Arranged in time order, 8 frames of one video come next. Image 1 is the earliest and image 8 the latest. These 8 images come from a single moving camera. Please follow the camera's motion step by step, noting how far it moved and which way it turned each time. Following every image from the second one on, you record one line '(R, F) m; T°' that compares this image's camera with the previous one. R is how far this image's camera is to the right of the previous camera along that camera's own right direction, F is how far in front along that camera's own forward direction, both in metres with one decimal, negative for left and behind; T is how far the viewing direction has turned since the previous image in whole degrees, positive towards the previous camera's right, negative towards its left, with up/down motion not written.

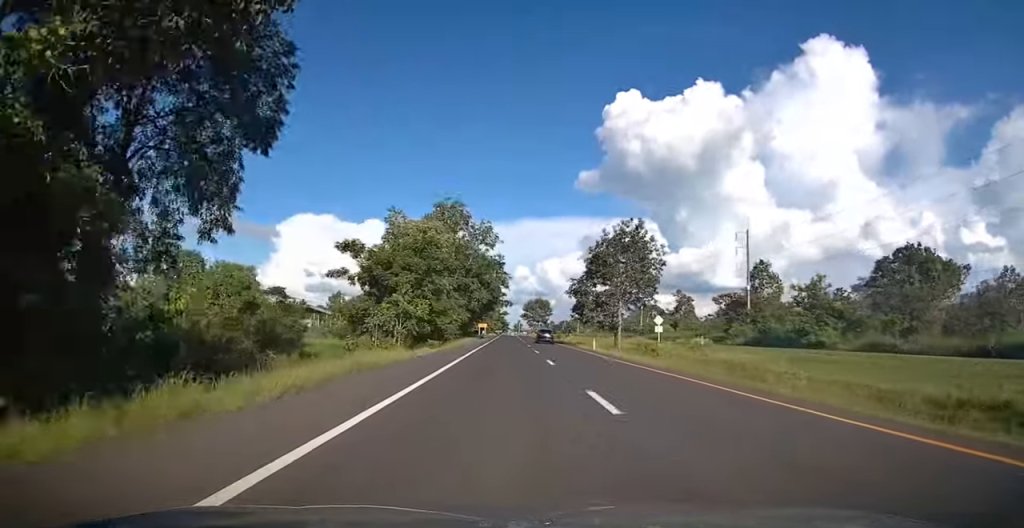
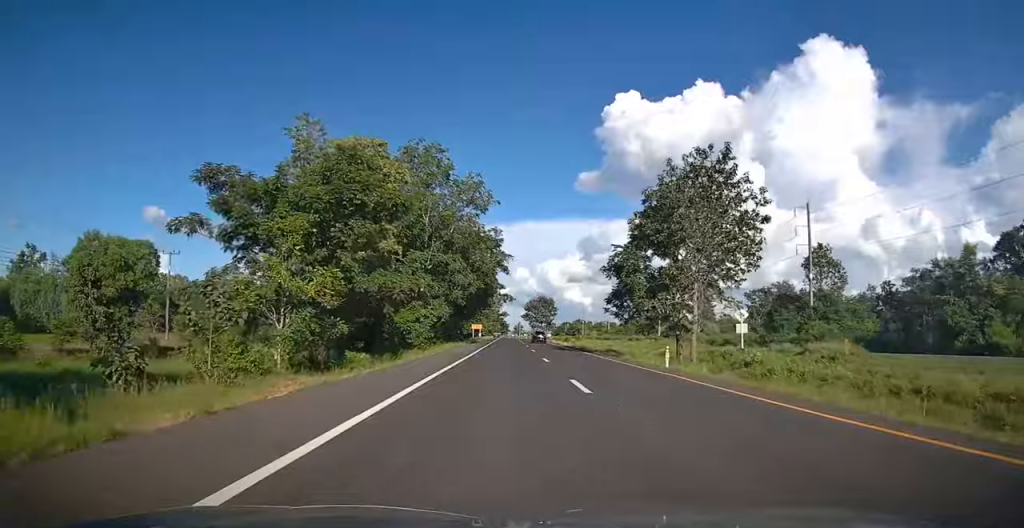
(0.0, +21.2) m; 0°
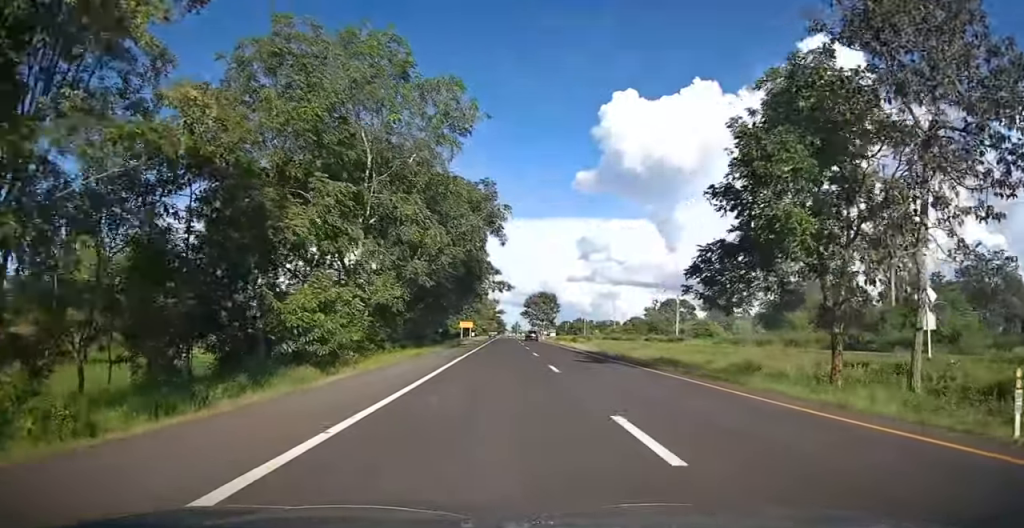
(0.0, +18.3) m; 0°
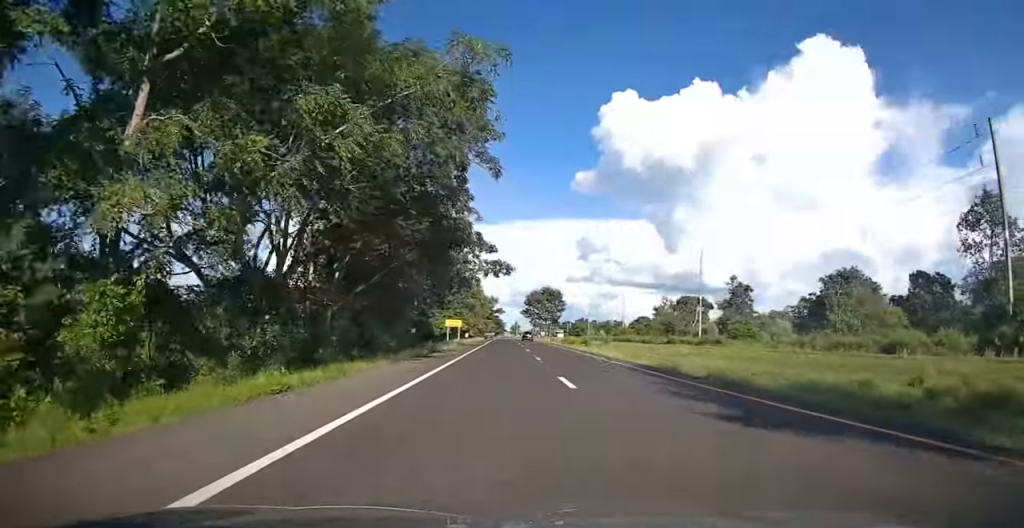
(-0.1, +16.8) m; 0°
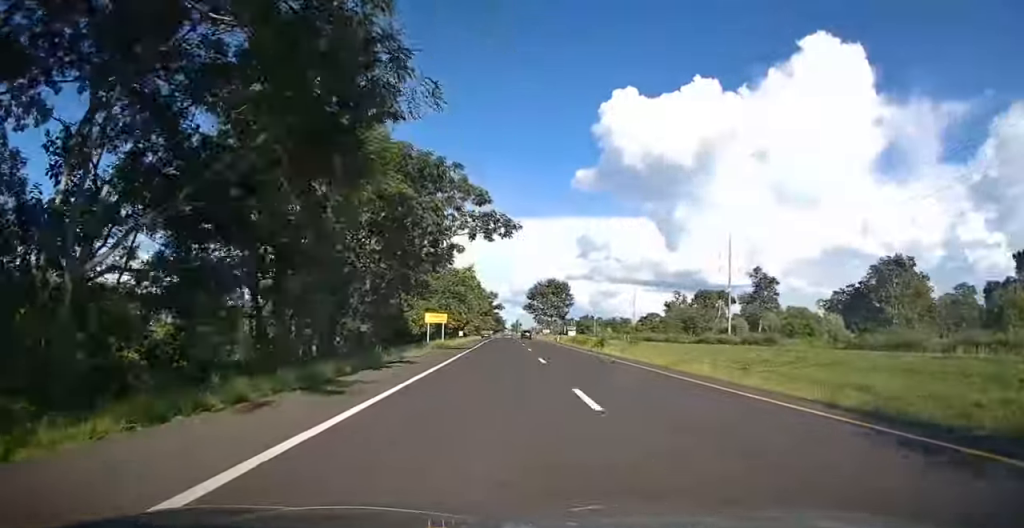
(+0.2, +15.6) m; 0°
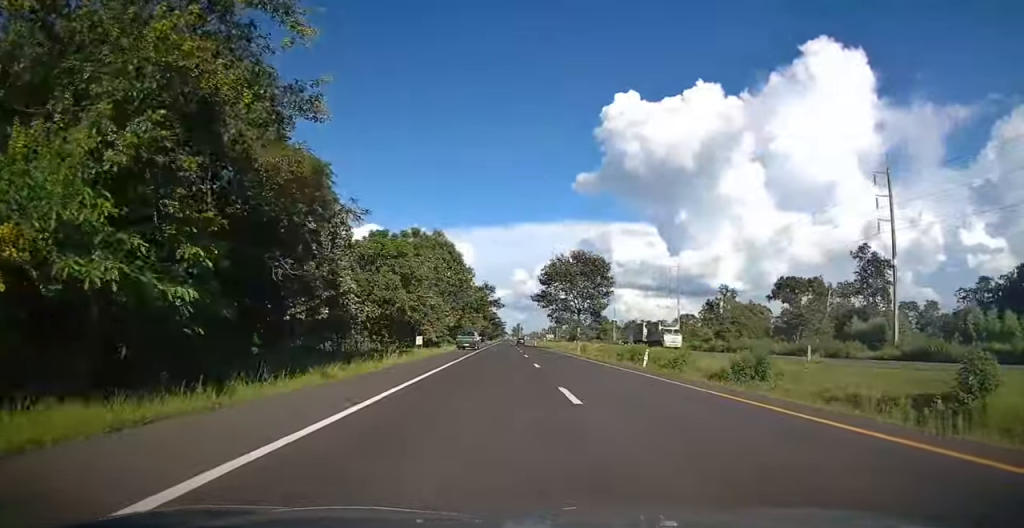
(+0.1, +46.9) m; +1°
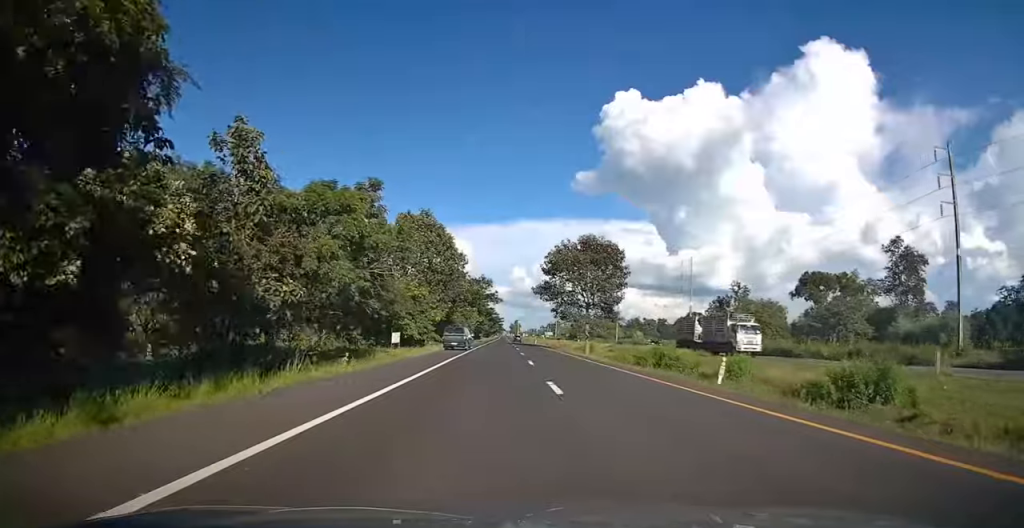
(0.0, +10.1) m; -1°
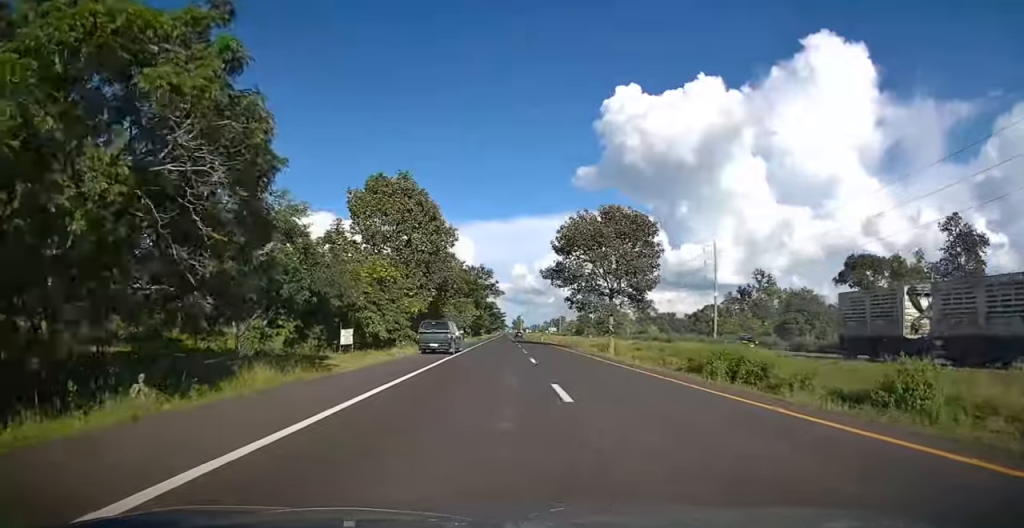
(-0.1, +13.8) m; -1°
